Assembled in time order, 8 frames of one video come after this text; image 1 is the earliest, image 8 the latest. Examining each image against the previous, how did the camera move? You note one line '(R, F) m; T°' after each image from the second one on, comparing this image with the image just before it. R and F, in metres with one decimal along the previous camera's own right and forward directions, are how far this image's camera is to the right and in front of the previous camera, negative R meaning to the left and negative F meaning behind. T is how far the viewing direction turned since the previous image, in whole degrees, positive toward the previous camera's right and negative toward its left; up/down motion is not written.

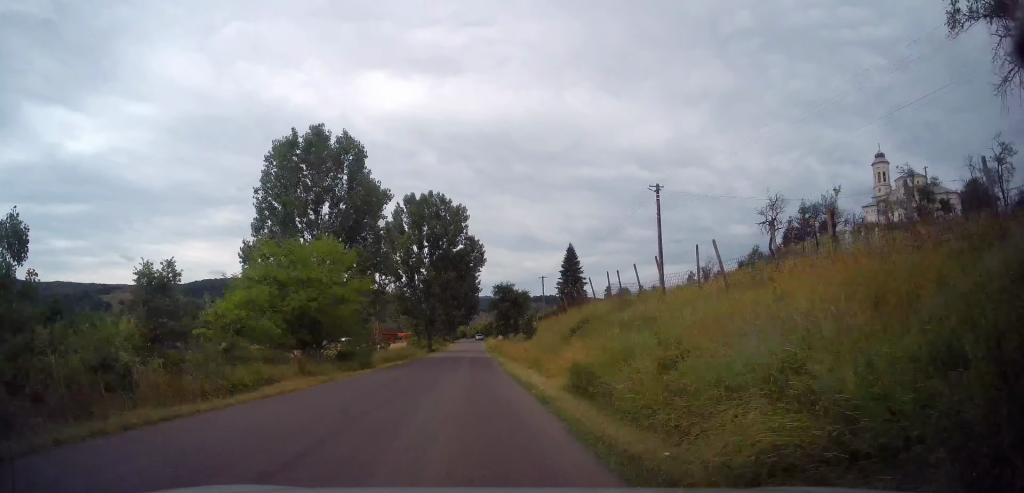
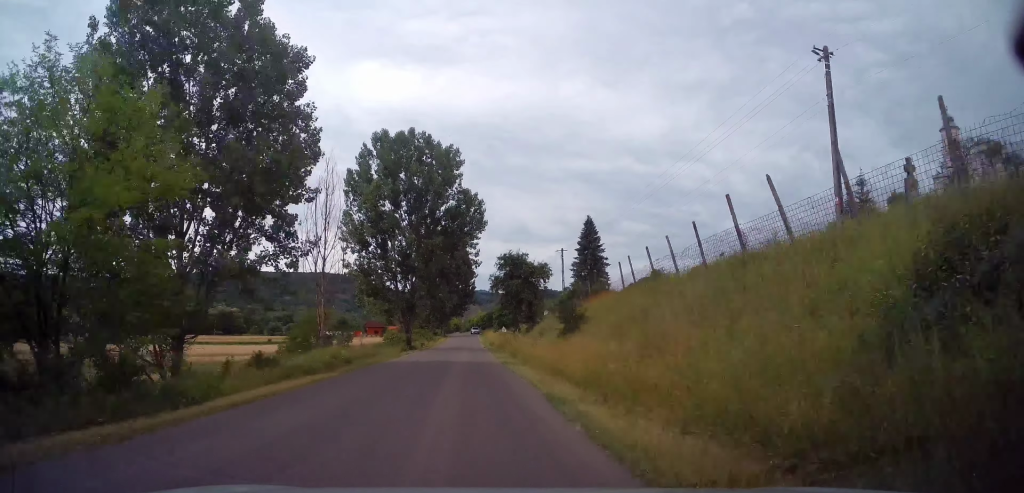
(0.0, +19.0) m; +2°
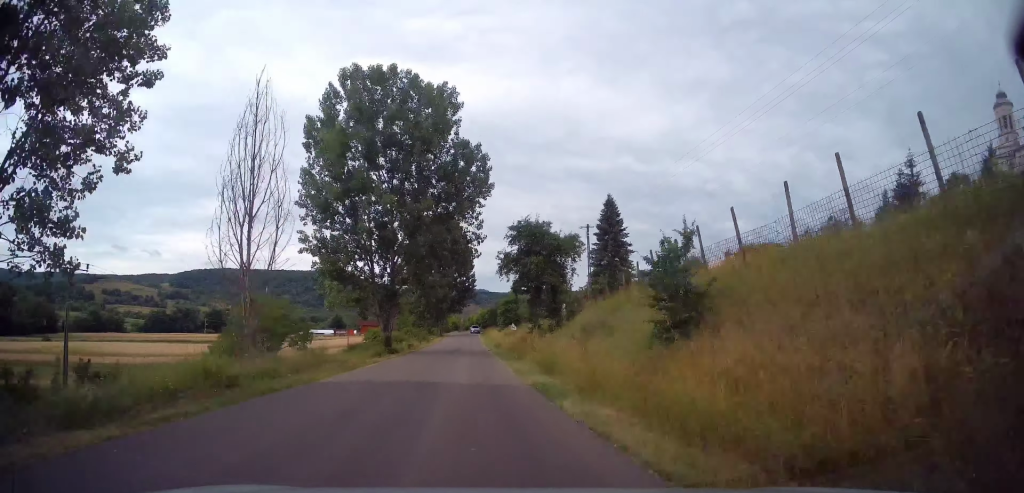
(+0.2, +12.2) m; +1°
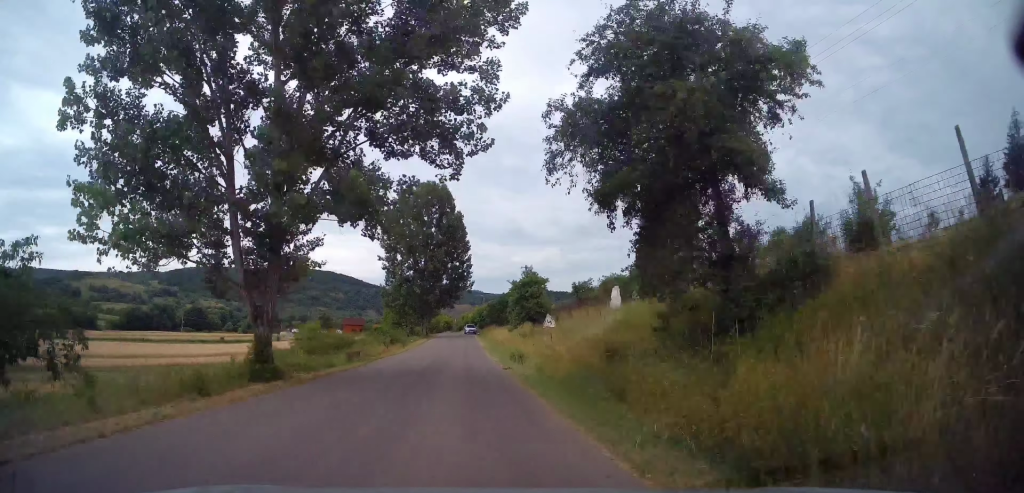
(+0.1, +22.1) m; -1°
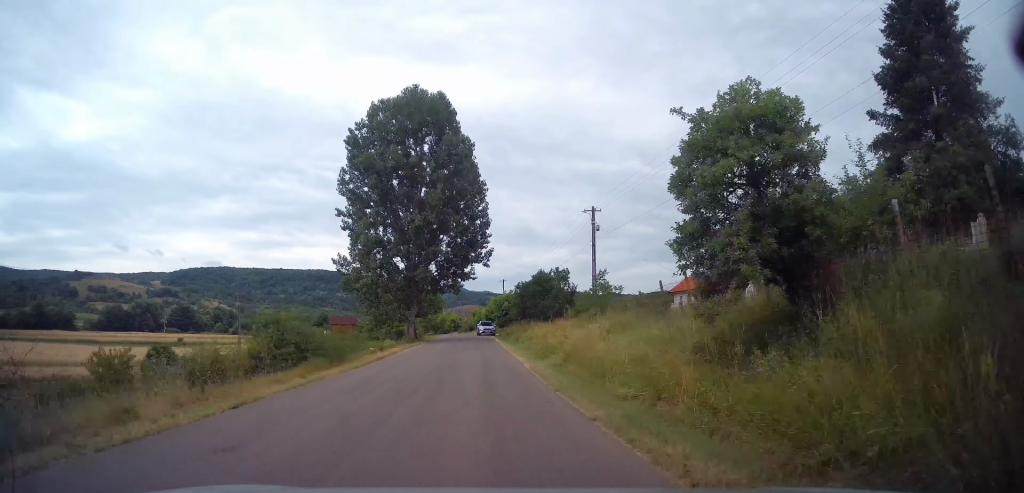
(+0.1, +30.5) m; 0°
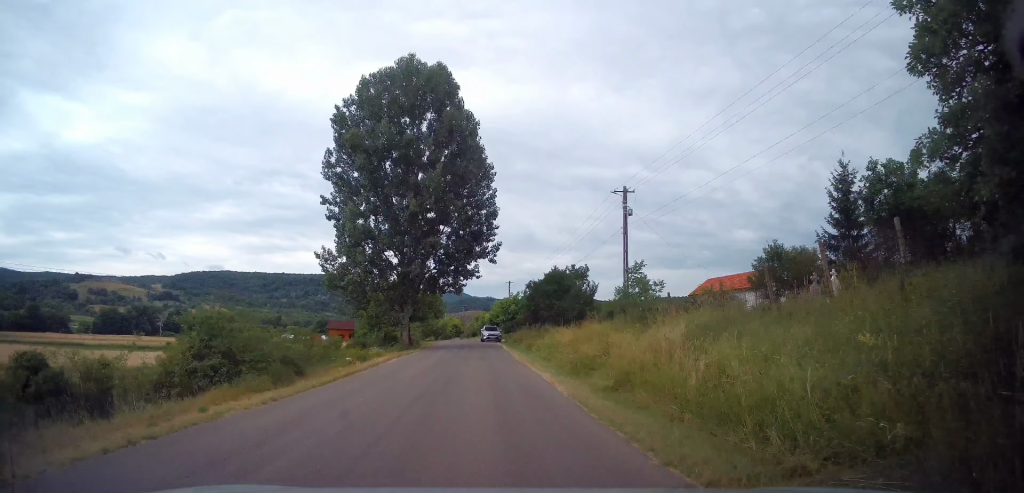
(+0.2, +6.5) m; -1°
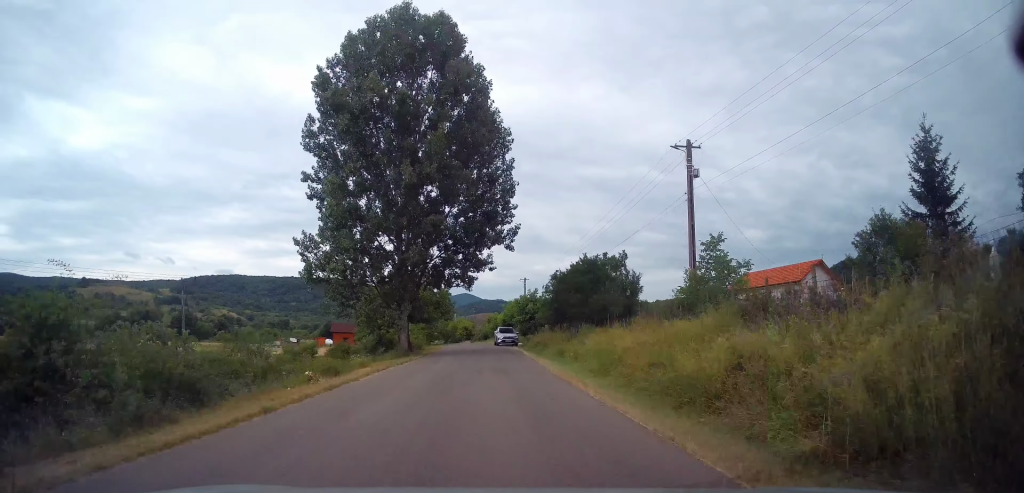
(-0.4, +7.3) m; -1°
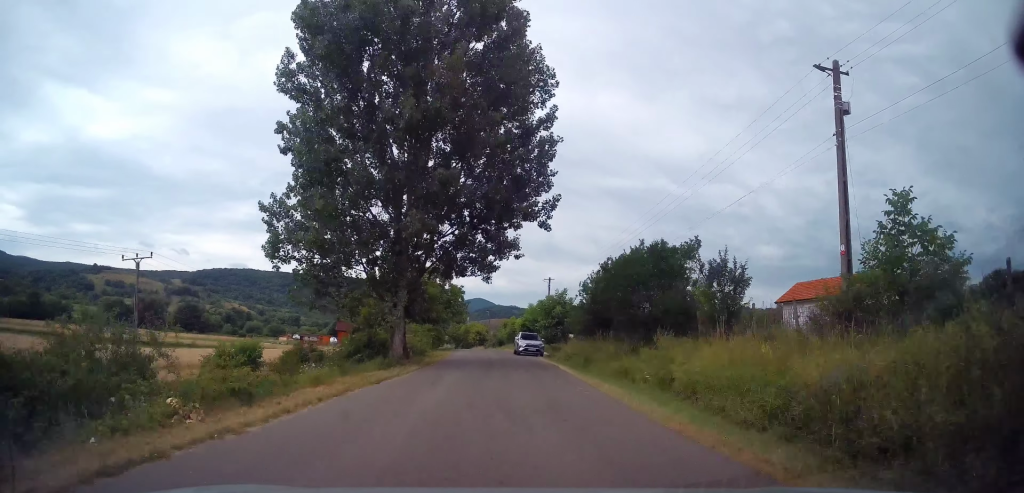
(-0.3, +8.4) m; -1°
